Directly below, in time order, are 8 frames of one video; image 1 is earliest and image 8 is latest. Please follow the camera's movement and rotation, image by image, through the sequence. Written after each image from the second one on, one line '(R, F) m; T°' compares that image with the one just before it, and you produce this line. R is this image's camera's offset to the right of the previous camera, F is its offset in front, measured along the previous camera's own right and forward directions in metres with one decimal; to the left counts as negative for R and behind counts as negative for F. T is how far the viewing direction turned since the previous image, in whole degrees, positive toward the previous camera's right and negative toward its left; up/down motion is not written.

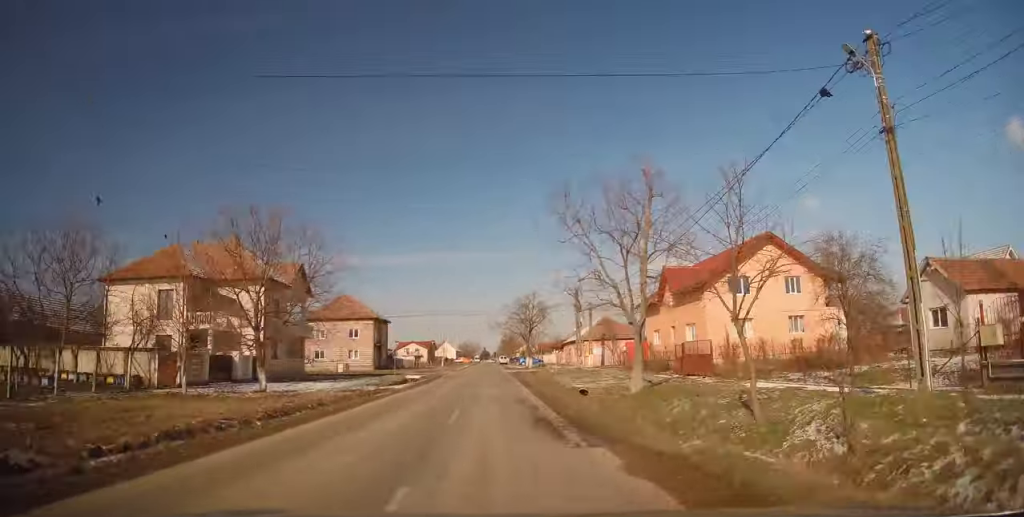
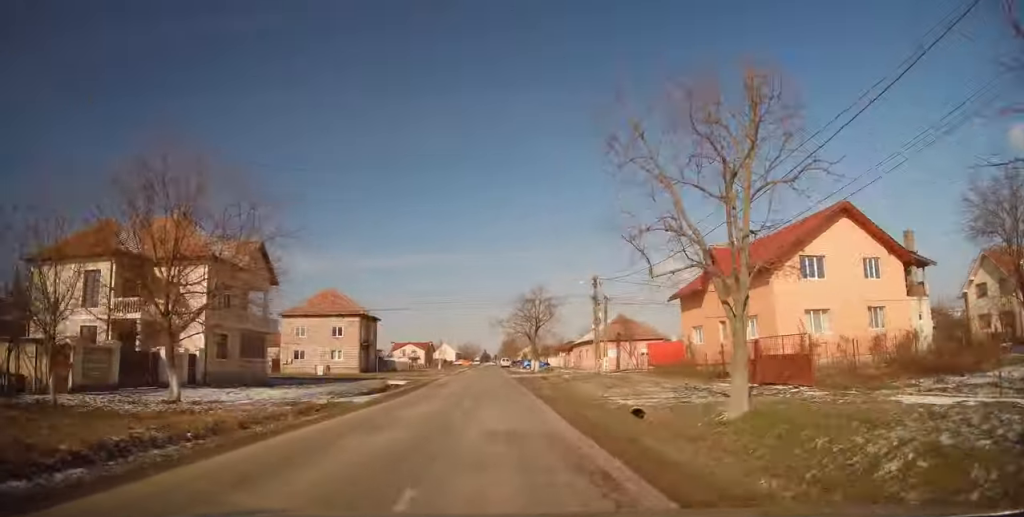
(+0.2, +8.3) m; 0°
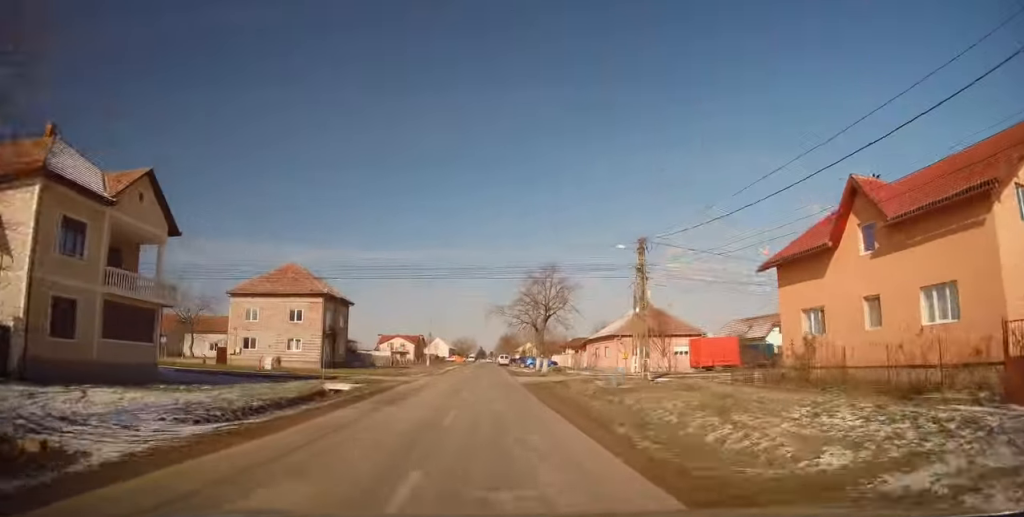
(-0.3, +13.5) m; -1°
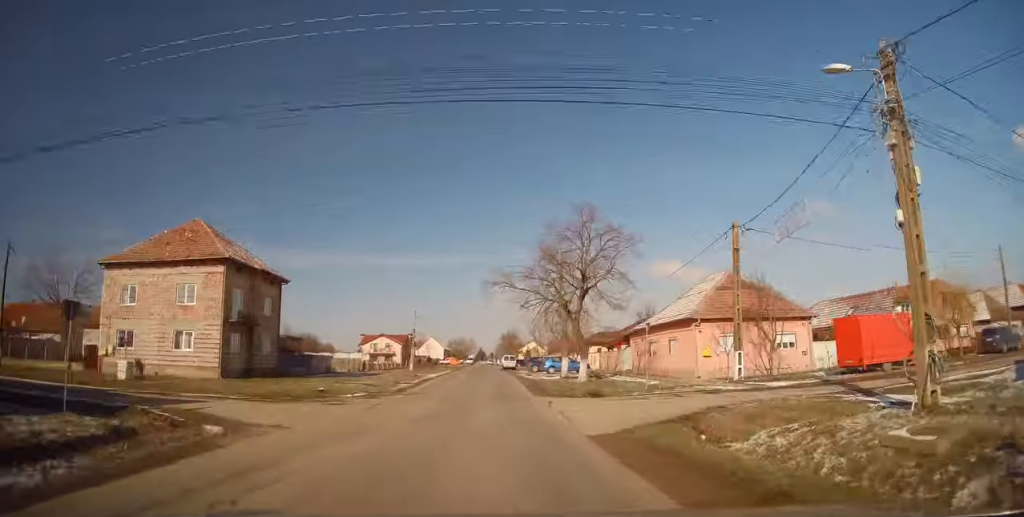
(-0.1, +20.5) m; 0°
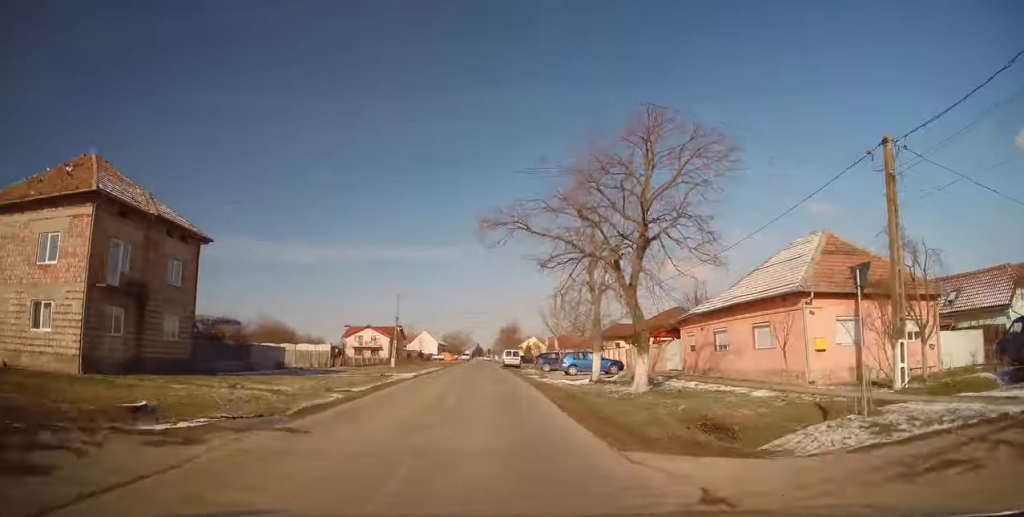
(0.0, +12.7) m; +1°
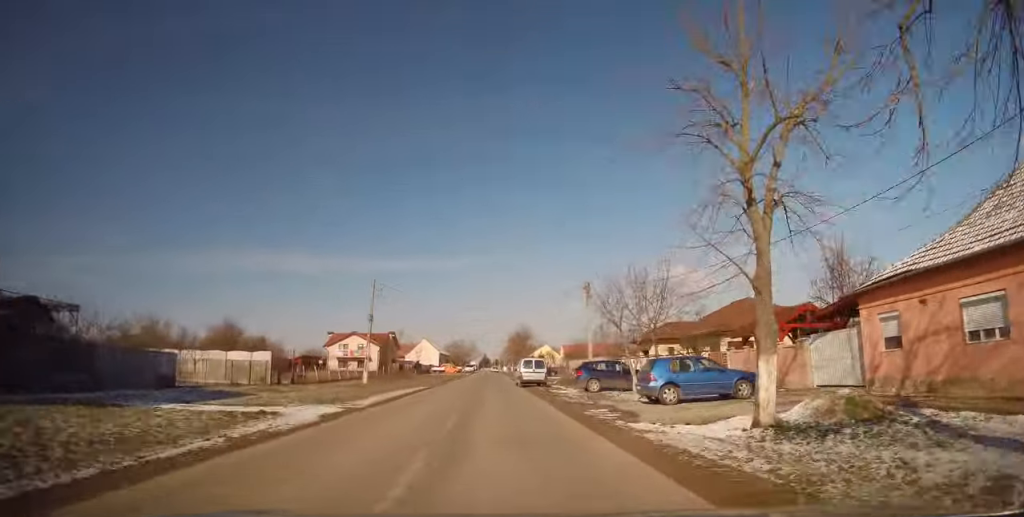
(+0.3, +16.9) m; 0°
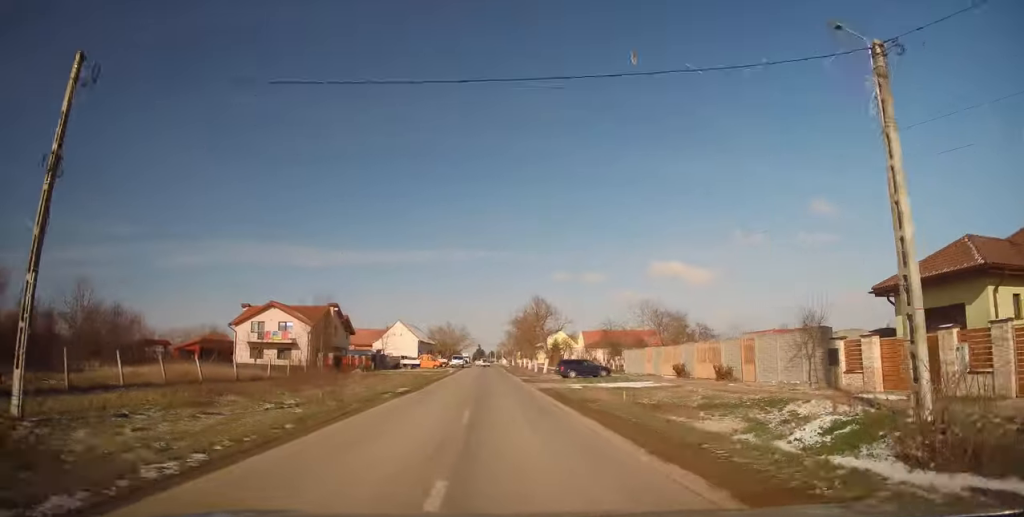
(-0.4, +35.2) m; -1°
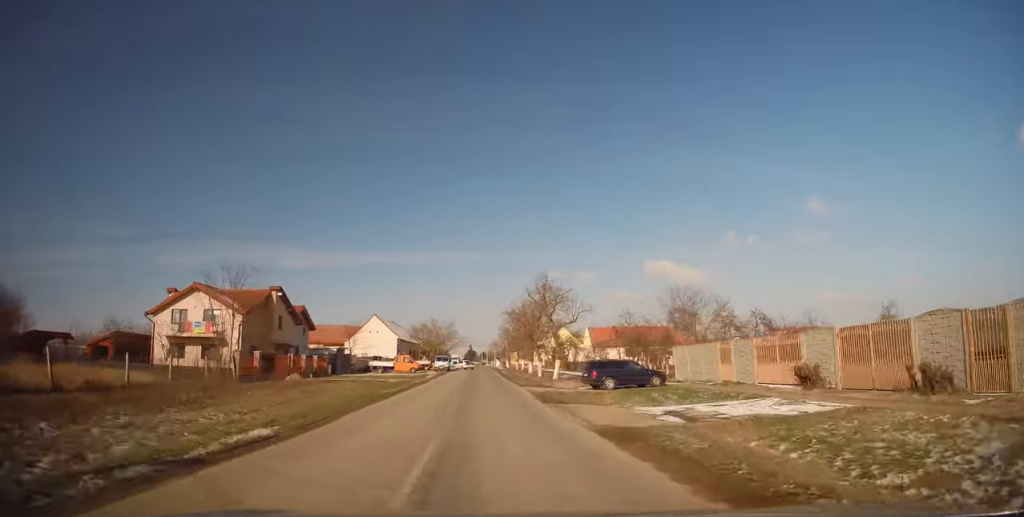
(0.0, +15.1) m; +1°
